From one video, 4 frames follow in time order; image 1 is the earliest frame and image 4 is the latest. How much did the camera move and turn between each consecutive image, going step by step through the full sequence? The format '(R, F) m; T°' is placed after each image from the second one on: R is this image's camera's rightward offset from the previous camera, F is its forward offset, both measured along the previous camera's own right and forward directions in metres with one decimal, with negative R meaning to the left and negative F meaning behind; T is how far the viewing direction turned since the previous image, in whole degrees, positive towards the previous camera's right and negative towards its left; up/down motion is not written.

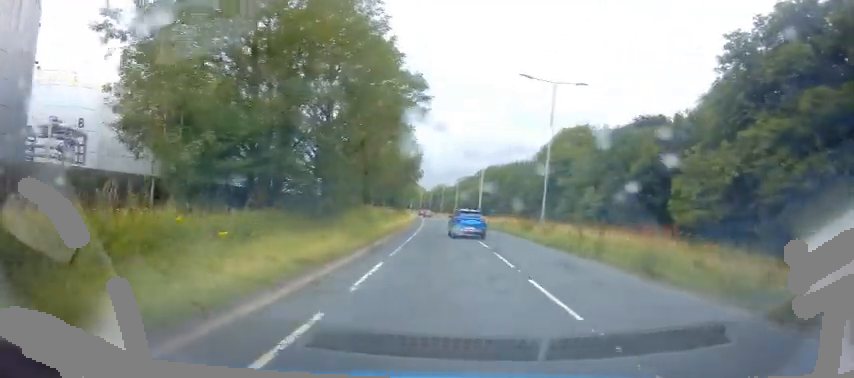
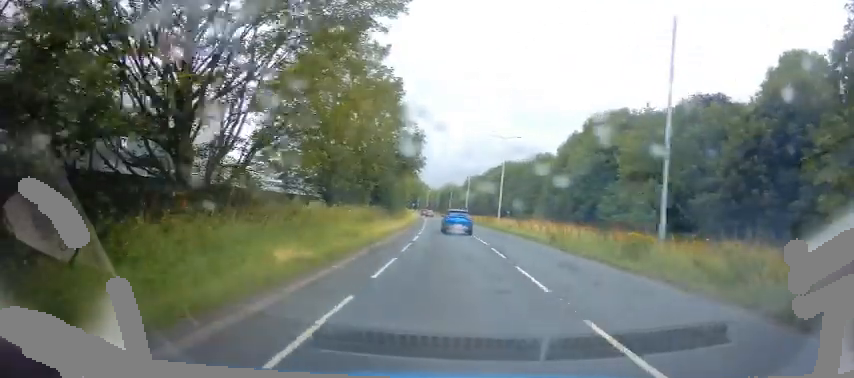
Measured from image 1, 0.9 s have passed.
(+0.2, +17.1) m; 0°
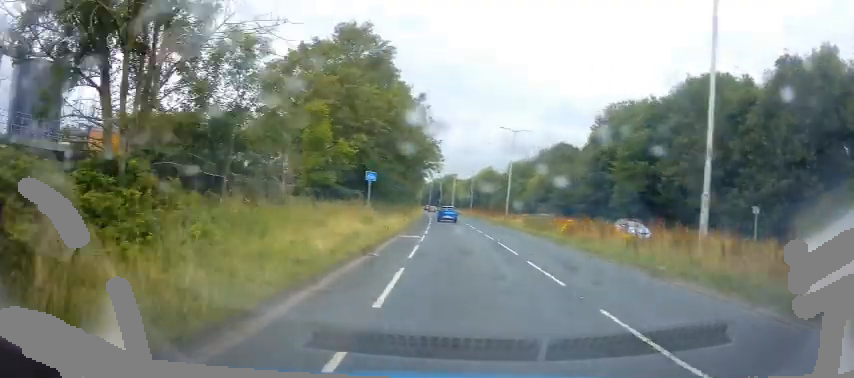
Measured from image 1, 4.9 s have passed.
(-3.5, +80.8) m; -4°
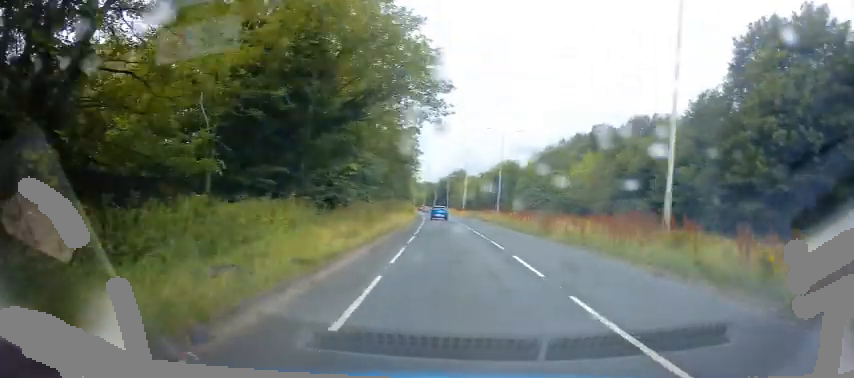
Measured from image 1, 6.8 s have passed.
(-0.2, +36.2) m; -2°
